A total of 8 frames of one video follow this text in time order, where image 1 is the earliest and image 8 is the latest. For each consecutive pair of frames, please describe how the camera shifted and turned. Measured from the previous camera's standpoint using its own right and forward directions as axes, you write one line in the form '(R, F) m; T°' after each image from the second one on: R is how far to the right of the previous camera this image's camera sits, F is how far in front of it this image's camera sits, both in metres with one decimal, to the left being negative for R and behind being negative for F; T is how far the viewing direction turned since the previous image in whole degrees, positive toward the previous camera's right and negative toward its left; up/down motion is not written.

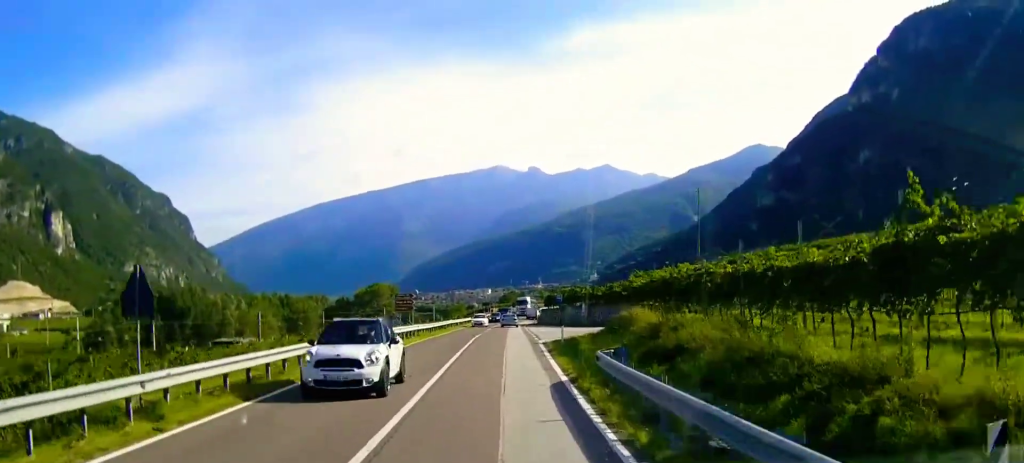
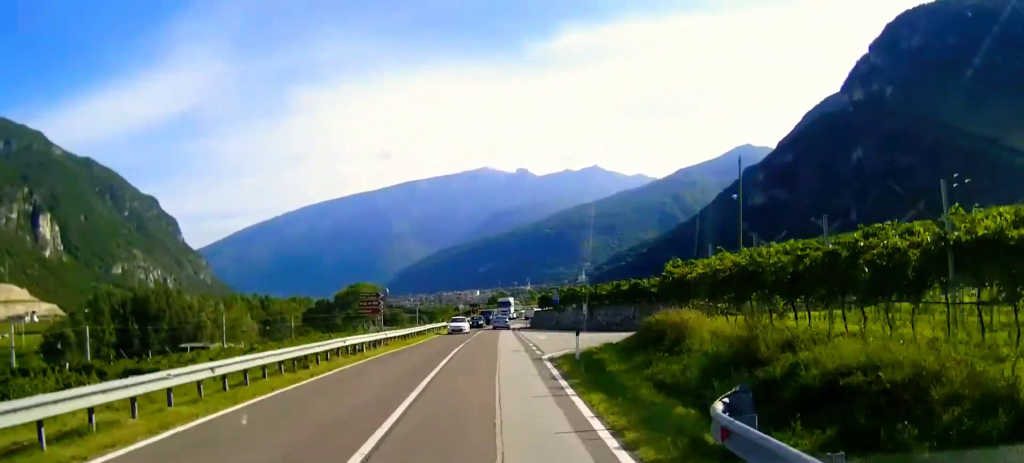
(+0.1, +10.1) m; +1°
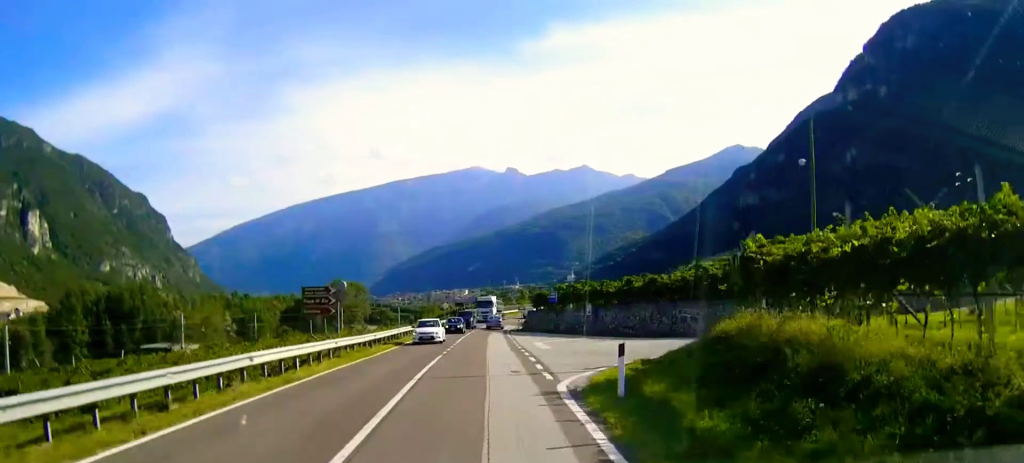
(+0.1, +10.0) m; +1°
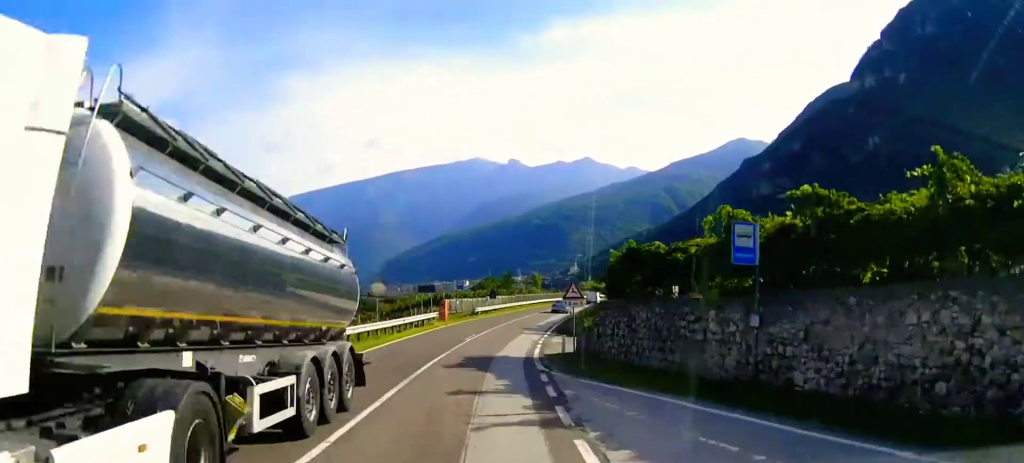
(+0.5, +51.2) m; 0°
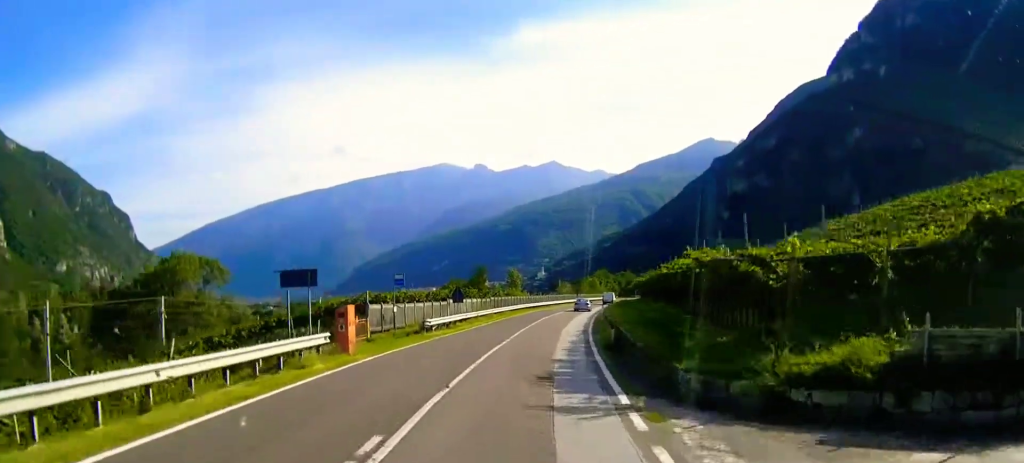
(+0.4, +30.0) m; +3°
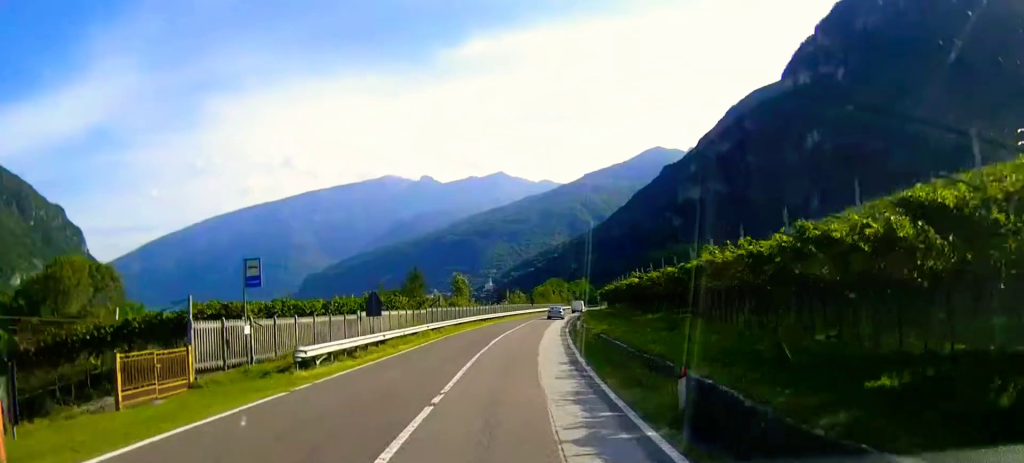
(+0.4, +17.3) m; +3°
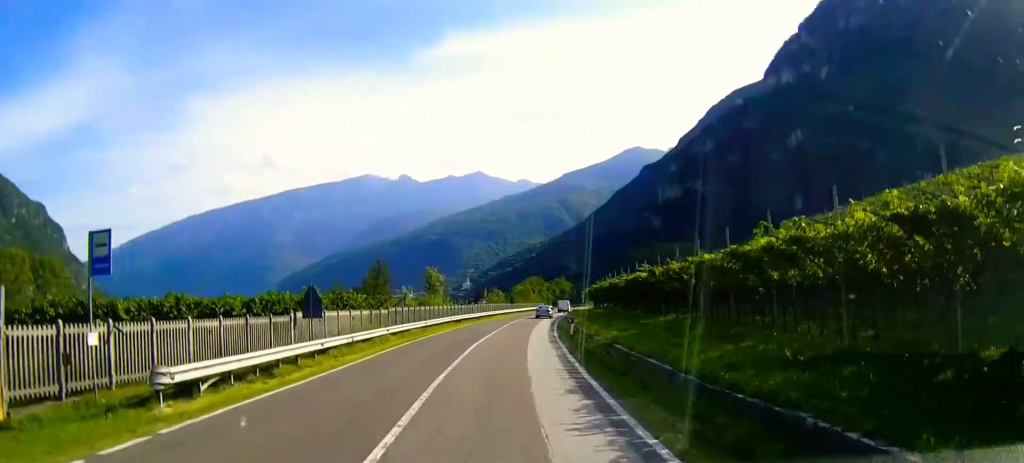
(+0.1, +8.4) m; +1°
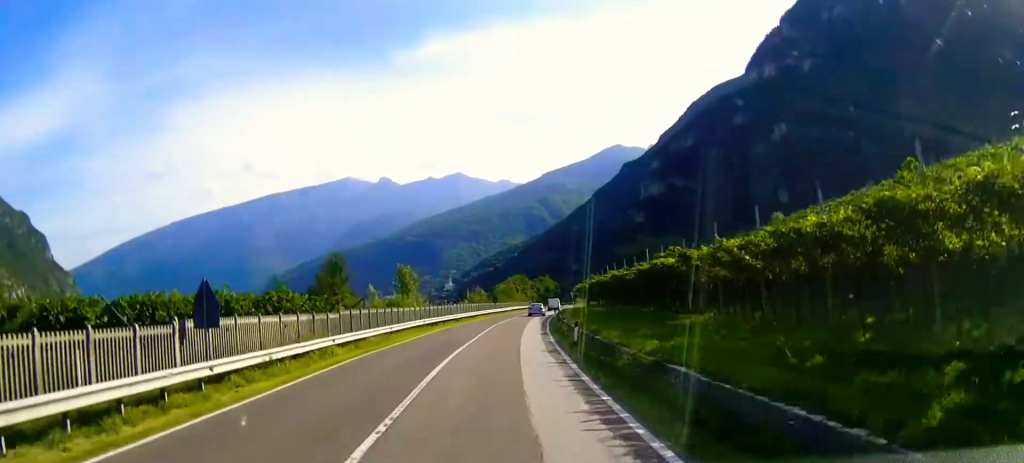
(+0.1, +9.1) m; +1°
